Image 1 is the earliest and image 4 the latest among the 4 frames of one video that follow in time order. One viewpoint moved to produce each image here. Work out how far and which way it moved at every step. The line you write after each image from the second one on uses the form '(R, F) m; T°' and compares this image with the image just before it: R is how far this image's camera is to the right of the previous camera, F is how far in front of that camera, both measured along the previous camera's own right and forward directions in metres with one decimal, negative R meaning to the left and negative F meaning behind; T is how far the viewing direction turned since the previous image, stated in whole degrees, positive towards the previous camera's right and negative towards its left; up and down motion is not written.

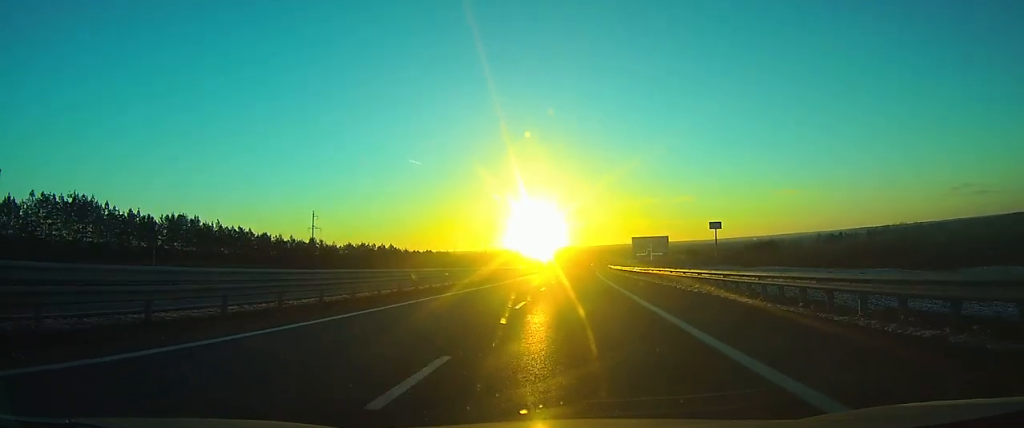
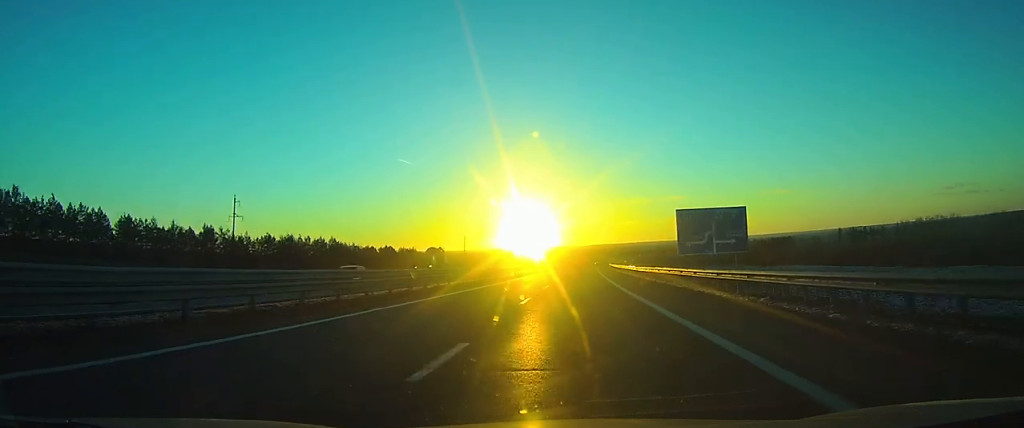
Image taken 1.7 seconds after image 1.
(+0.3, +46.8) m; +1°
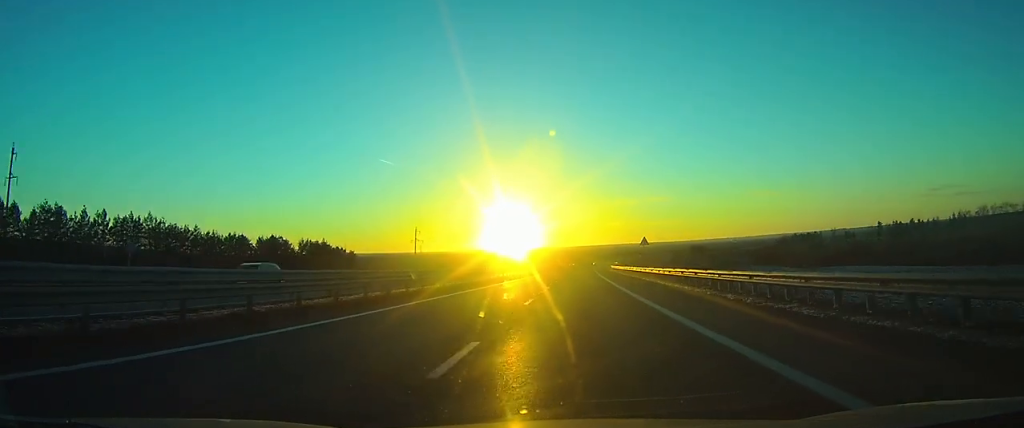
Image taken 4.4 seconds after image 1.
(+0.7, +69.3) m; +2°
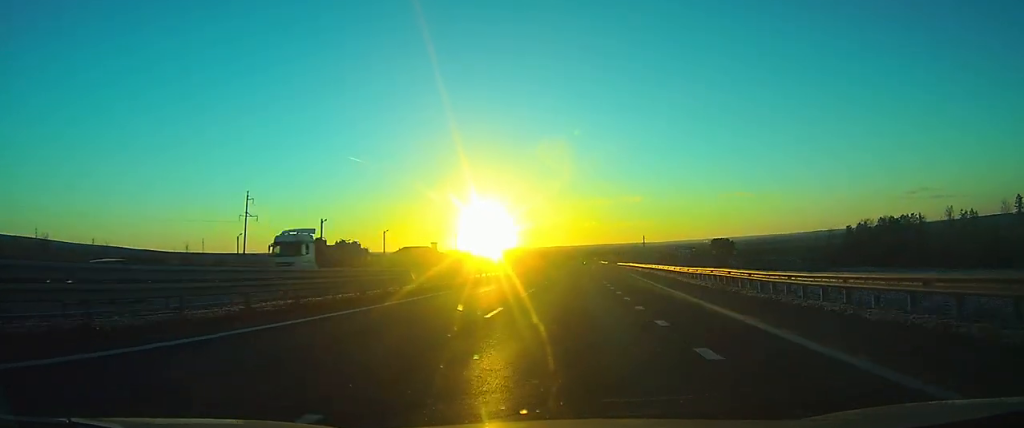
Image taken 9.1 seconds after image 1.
(+3.3, +125.3) m; +3°
